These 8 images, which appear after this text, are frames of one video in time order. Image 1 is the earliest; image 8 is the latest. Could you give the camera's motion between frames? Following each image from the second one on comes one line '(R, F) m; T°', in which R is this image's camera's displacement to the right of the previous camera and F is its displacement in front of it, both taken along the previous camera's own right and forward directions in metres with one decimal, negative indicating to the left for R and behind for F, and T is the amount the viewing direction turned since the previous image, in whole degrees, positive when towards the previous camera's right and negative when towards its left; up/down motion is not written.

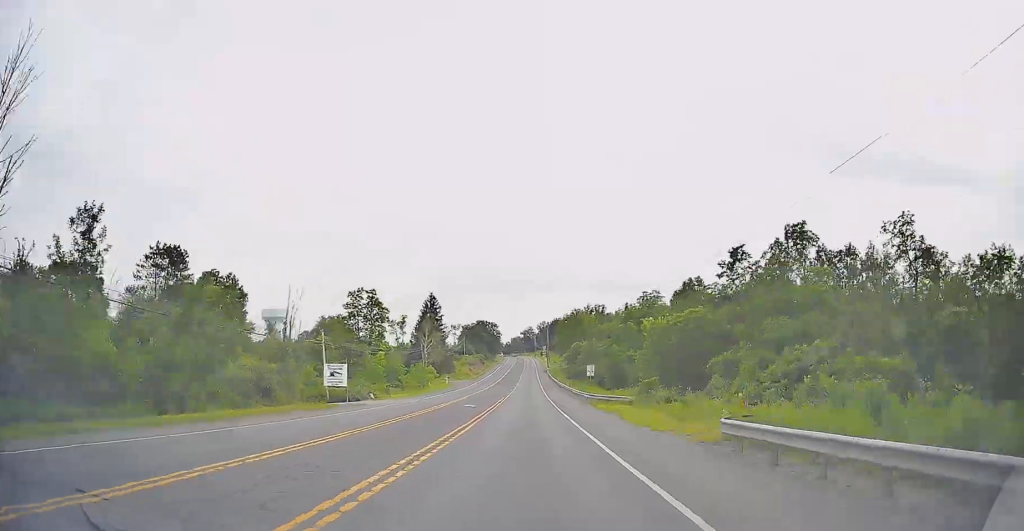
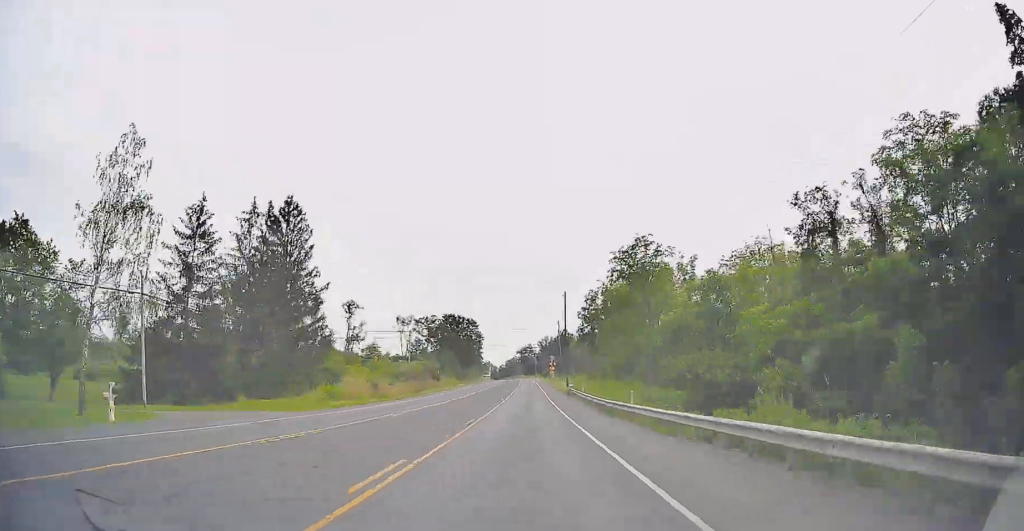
(+0.7, +65.0) m; -2°
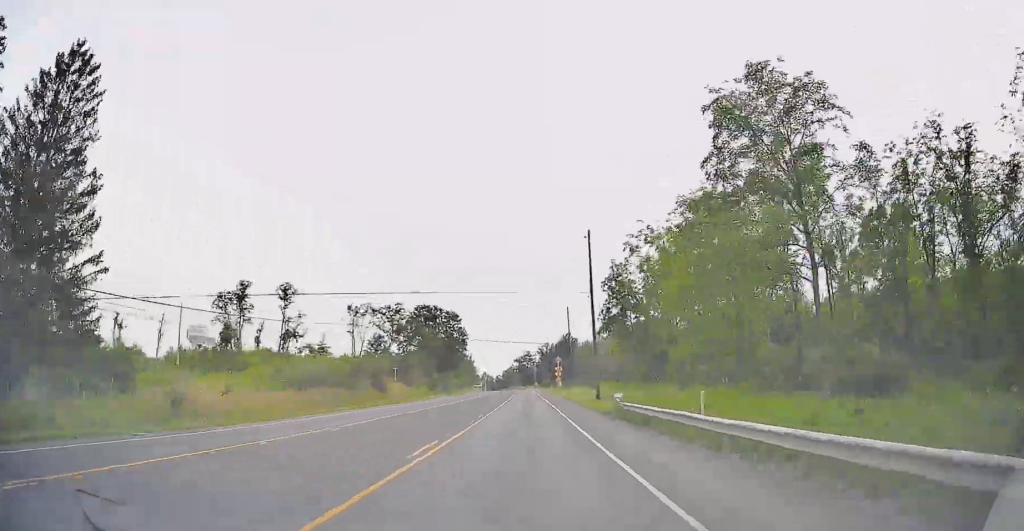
(-0.9, +28.7) m; -1°
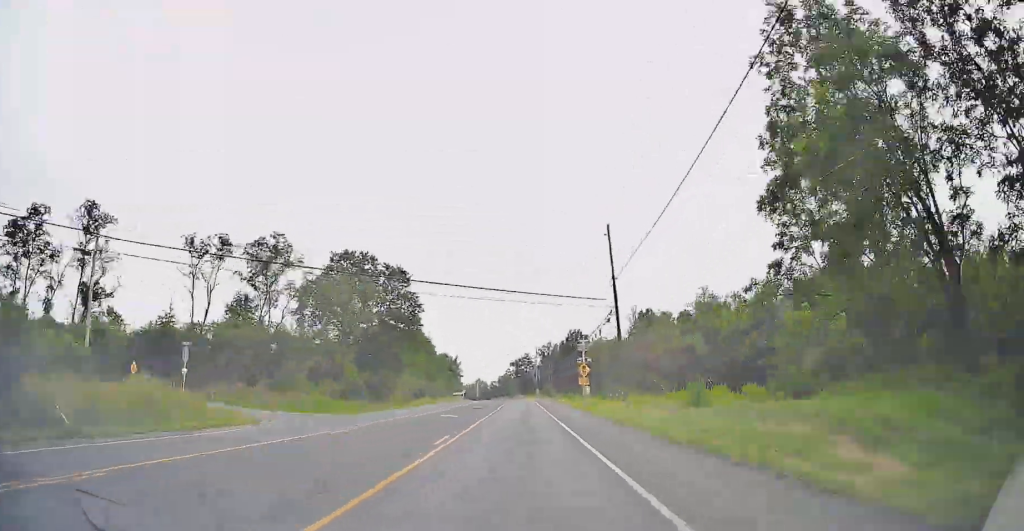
(-0.9, +43.7) m; -2°
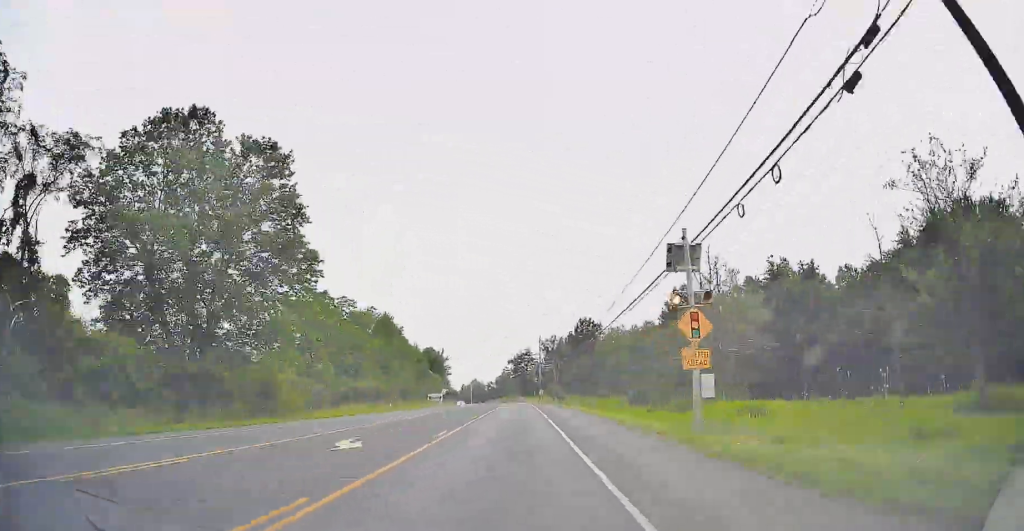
(-0.7, +42.0) m; -1°
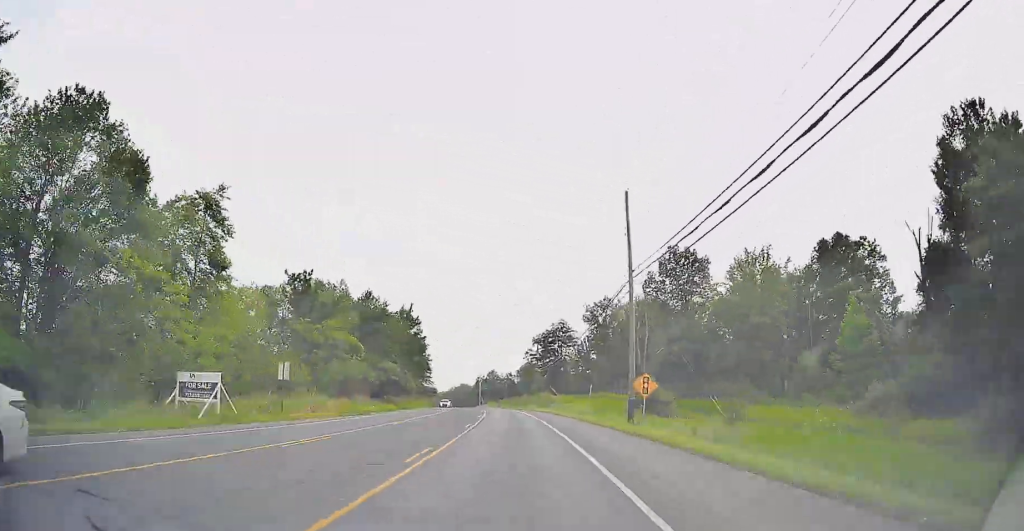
(-0.8, +107.0) m; -2°
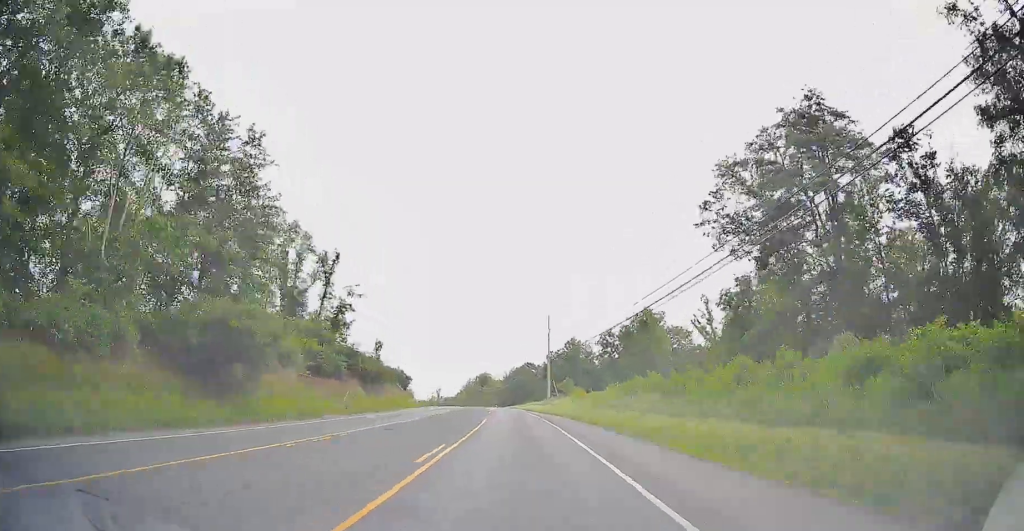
(-8.1, +132.5) m; -8°
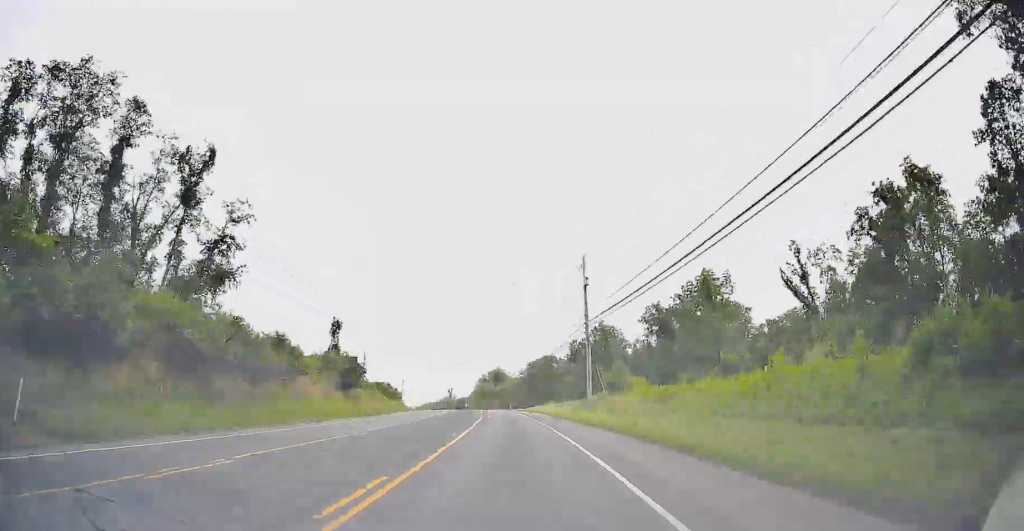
(-0.1, +31.4) m; -2°
